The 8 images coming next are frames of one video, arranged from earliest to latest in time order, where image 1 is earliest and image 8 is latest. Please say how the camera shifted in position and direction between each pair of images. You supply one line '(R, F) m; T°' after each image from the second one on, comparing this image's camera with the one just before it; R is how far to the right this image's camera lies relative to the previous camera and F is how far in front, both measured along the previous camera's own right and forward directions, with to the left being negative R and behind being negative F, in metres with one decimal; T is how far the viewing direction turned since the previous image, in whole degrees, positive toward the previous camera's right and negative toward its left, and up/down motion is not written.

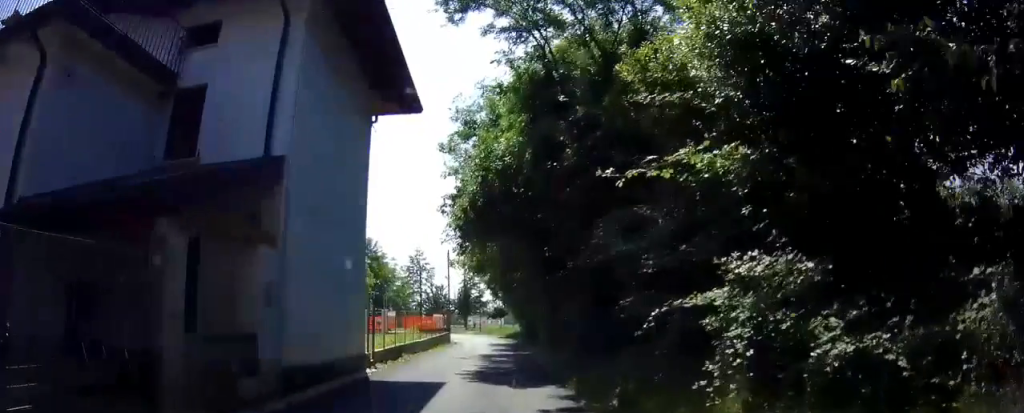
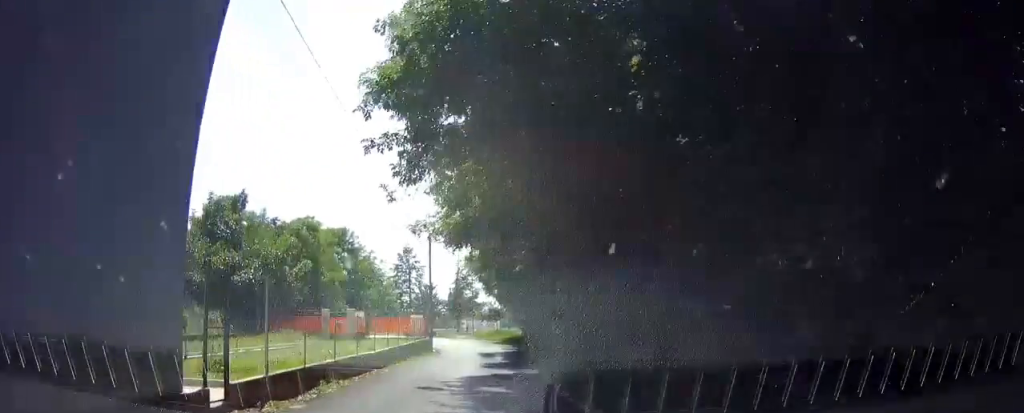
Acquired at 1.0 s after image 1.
(+0.2, +4.8) m; +1°
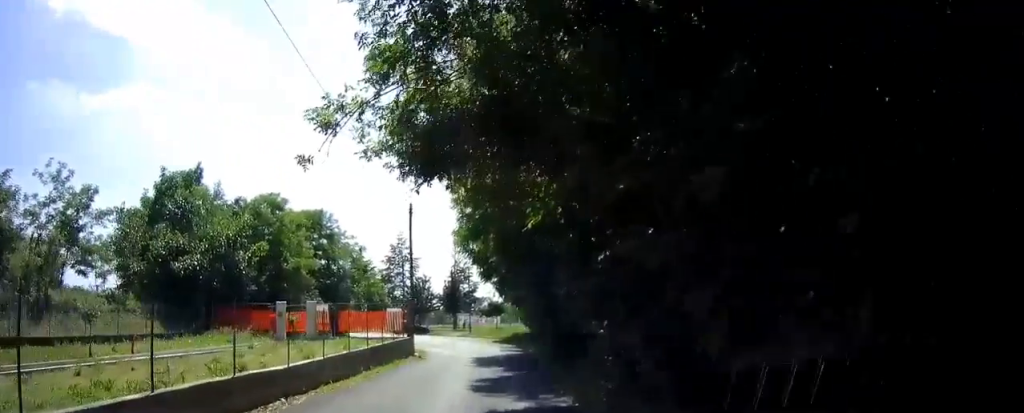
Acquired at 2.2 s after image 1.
(-0.1, +3.0) m; -4°
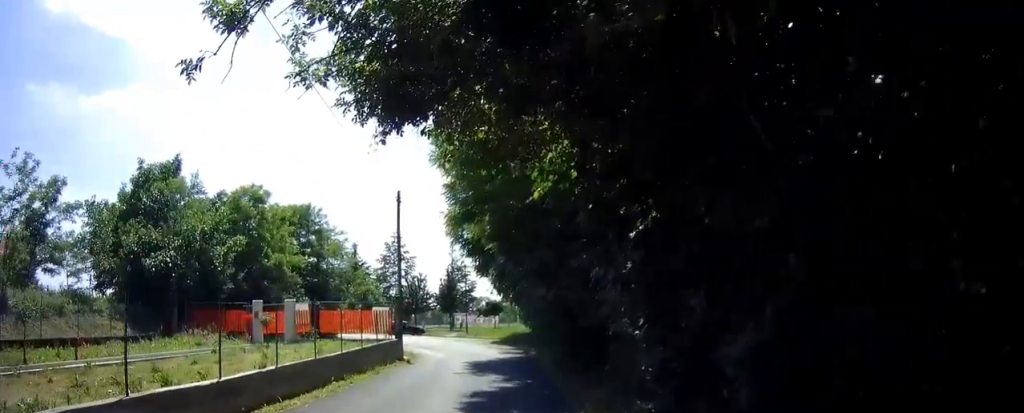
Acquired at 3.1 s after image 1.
(-0.1, +1.2) m; 0°
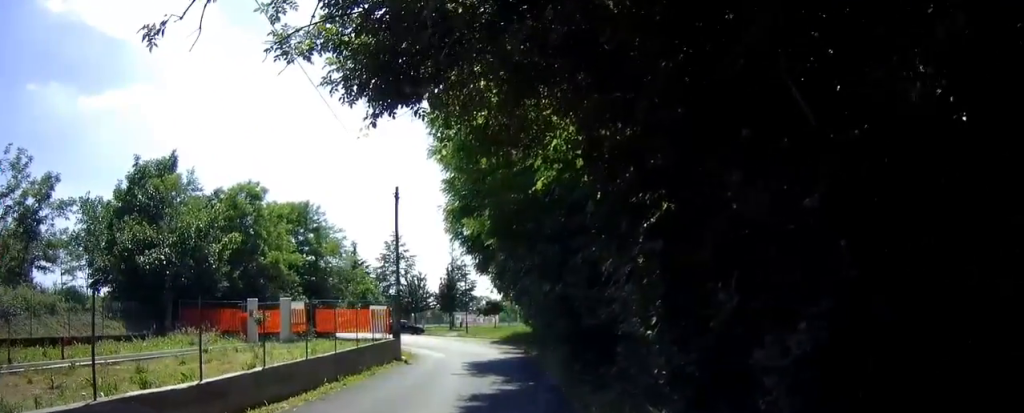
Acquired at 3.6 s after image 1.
(0.0, +0.3) m; 0°
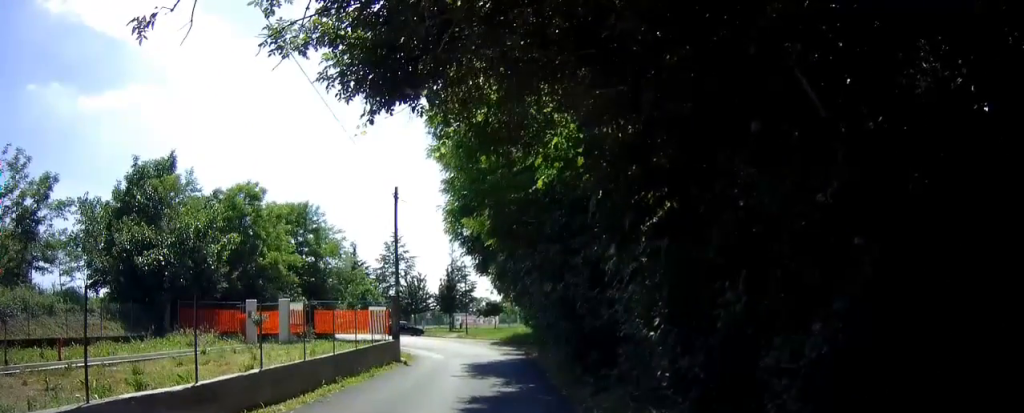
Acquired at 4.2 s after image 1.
(+0.2, +0.1) m; 0°
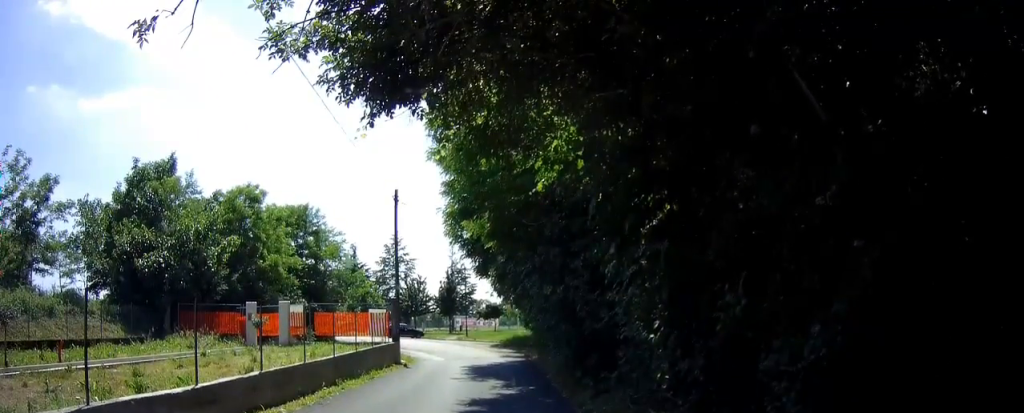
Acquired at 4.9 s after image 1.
(+0.3, -0.1) m; 0°
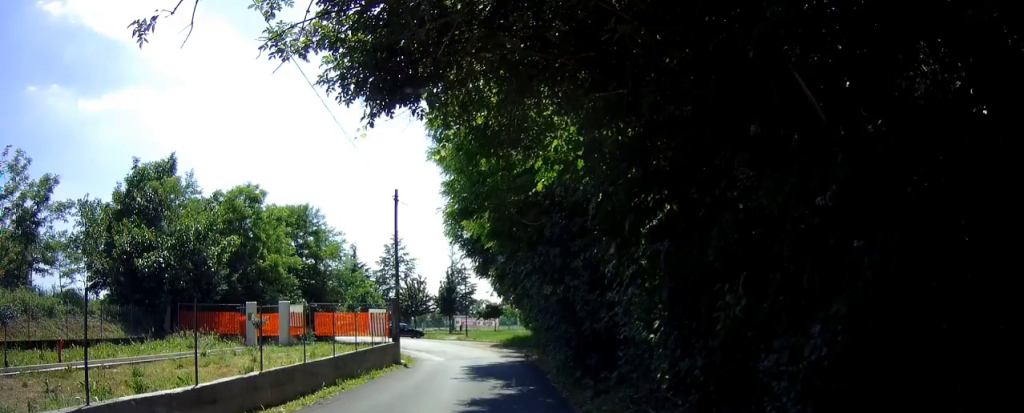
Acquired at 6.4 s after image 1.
(0.0, +0.3) m; 0°
